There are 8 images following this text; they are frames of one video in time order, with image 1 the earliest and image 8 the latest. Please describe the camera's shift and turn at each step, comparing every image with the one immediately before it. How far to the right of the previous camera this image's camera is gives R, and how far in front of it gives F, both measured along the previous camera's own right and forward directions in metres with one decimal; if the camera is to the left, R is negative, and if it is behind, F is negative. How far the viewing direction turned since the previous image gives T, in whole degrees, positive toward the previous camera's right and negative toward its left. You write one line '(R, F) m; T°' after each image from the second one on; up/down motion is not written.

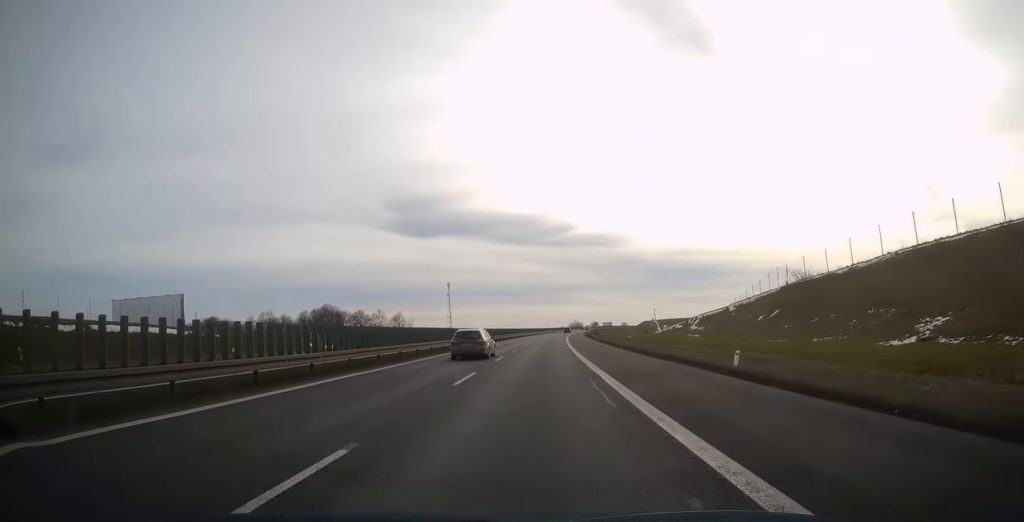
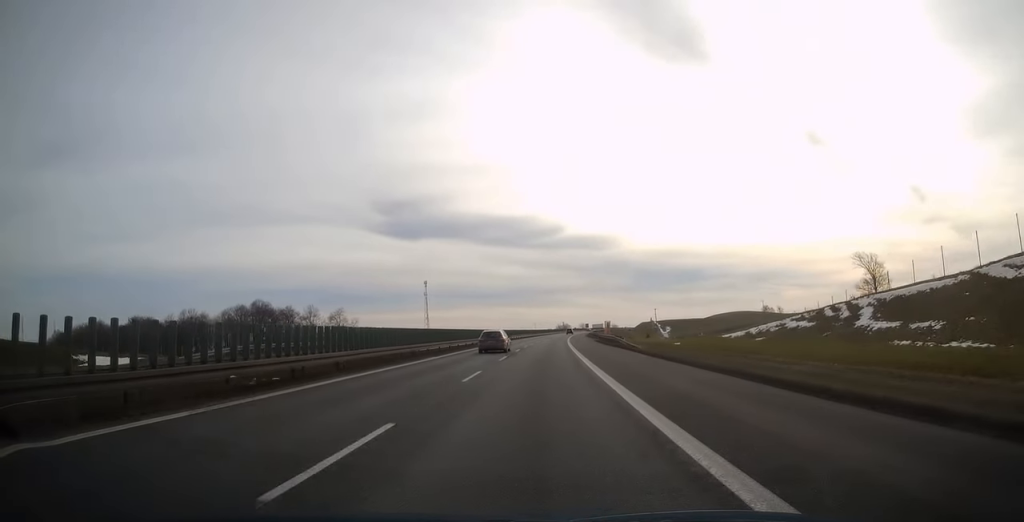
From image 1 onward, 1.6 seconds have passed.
(+0.6, +49.4) m; +1°
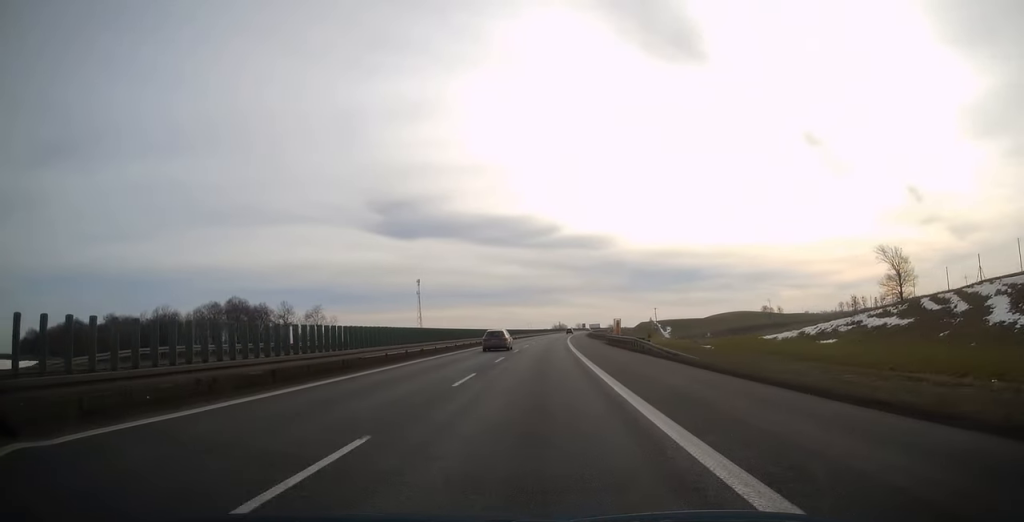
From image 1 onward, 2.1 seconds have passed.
(-0.1, +13.2) m; 0°
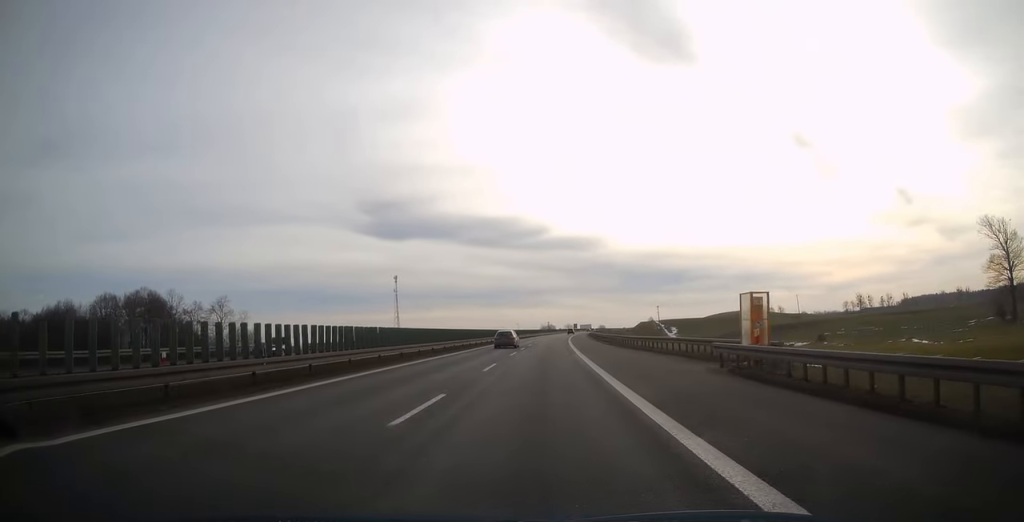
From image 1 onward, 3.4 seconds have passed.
(+0.7, +41.0) m; +2°
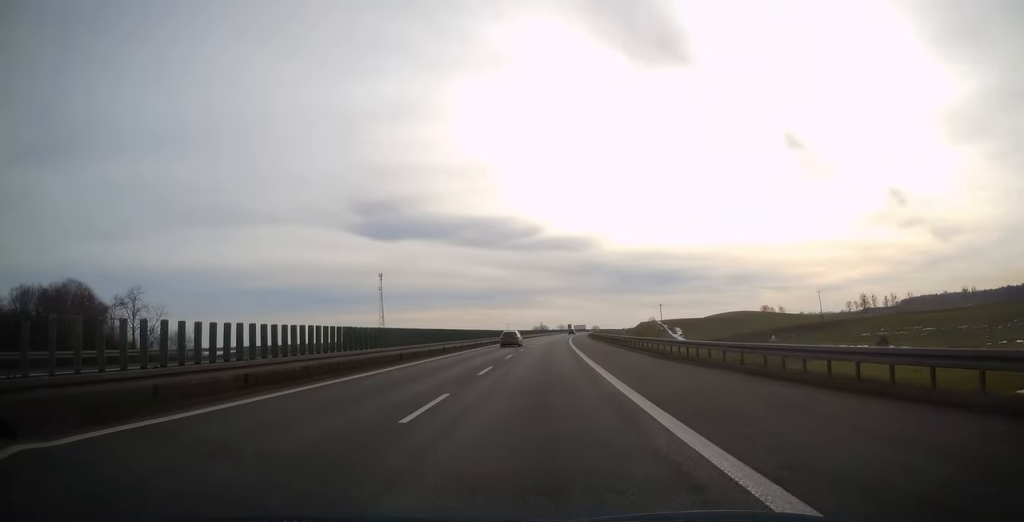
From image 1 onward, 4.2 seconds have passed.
(+0.3, +24.4) m; 0°
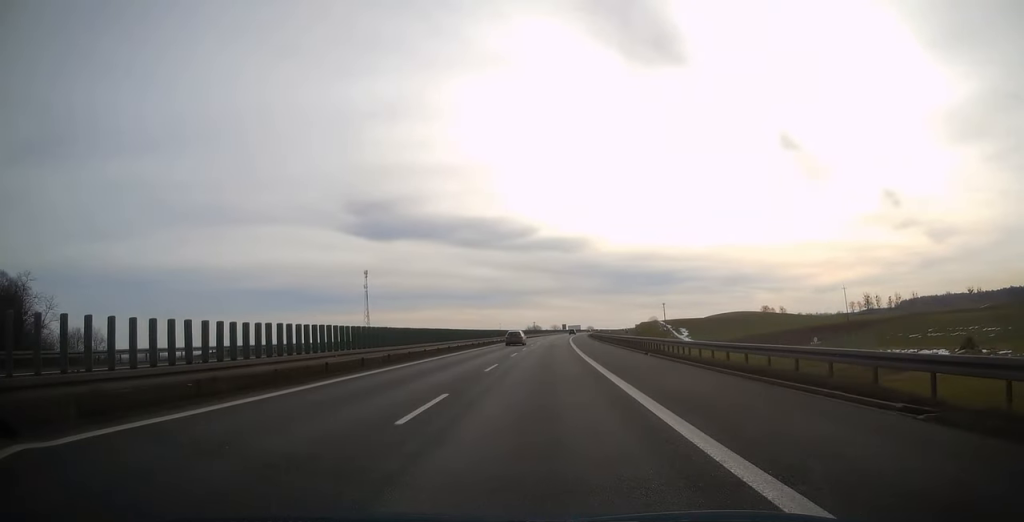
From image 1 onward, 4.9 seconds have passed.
(-0.1, +22.3) m; 0°
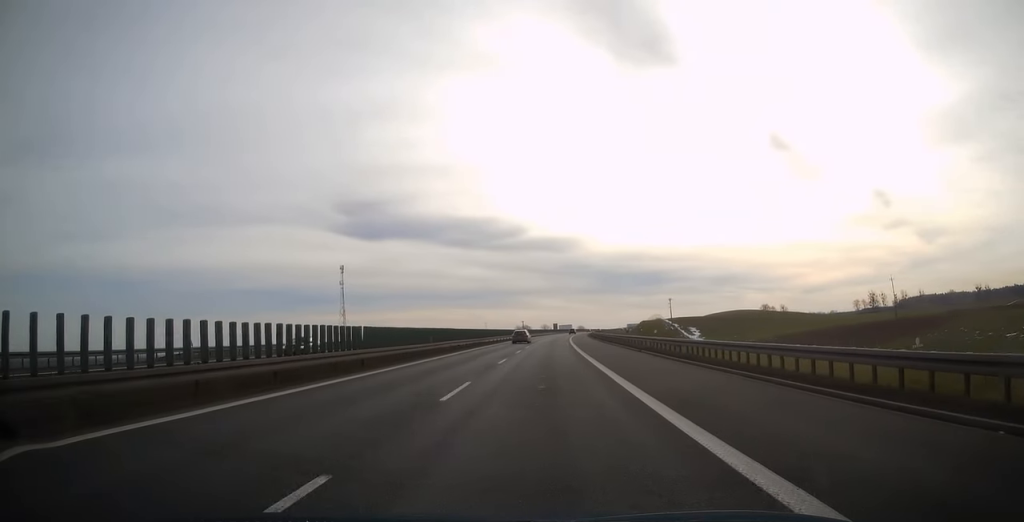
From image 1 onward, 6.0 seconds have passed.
(+0.4, +31.9) m; +1°
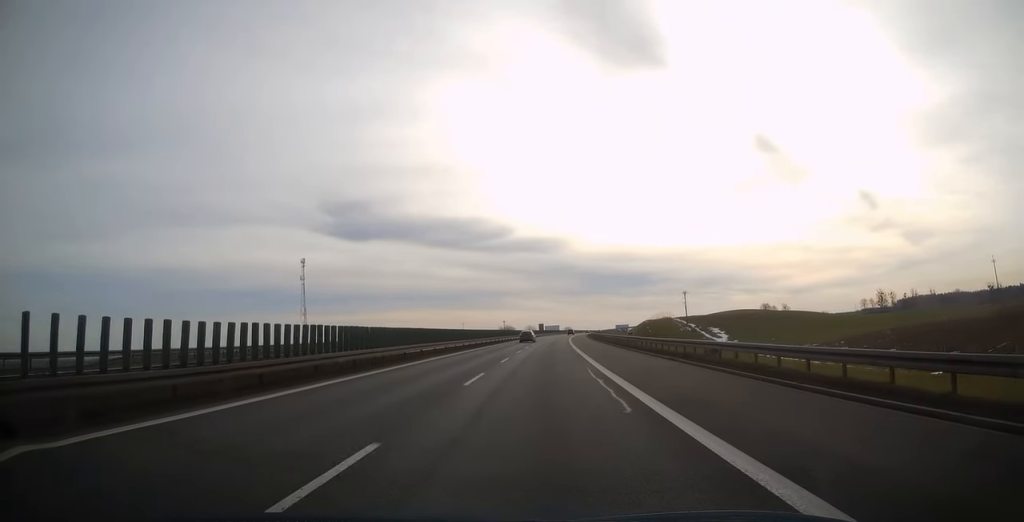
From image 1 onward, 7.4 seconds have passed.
(+0.5, +44.6) m; +1°
